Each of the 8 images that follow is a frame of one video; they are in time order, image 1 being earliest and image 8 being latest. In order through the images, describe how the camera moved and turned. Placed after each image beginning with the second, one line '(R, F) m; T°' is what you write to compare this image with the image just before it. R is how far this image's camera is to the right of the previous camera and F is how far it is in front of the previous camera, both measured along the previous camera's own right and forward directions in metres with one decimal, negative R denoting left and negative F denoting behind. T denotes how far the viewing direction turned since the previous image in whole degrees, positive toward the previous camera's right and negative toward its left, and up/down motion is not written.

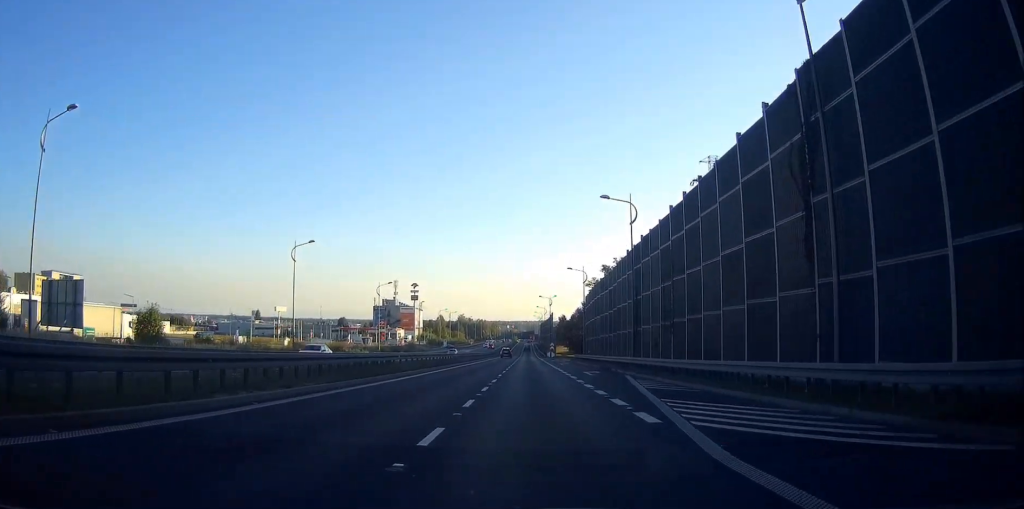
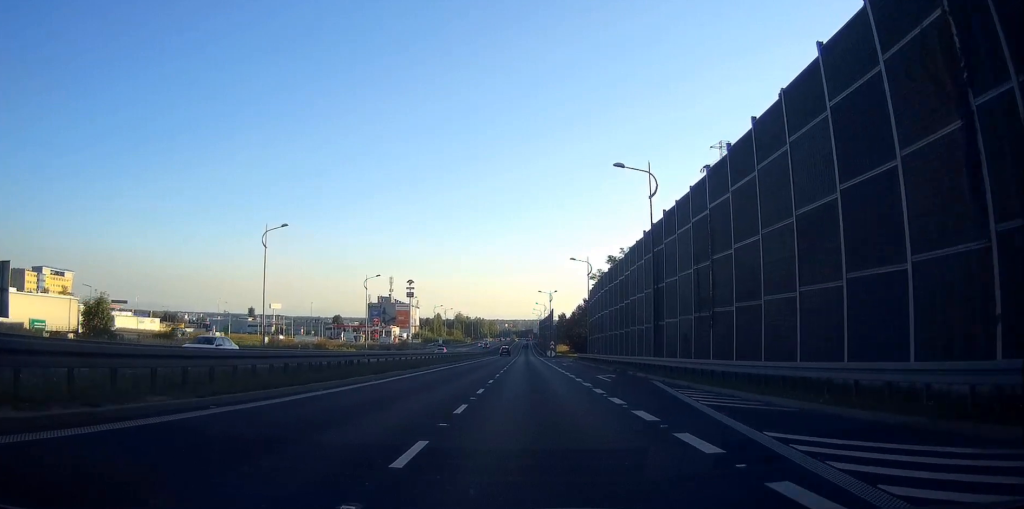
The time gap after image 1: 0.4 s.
(+0.1, +7.8) m; 0°
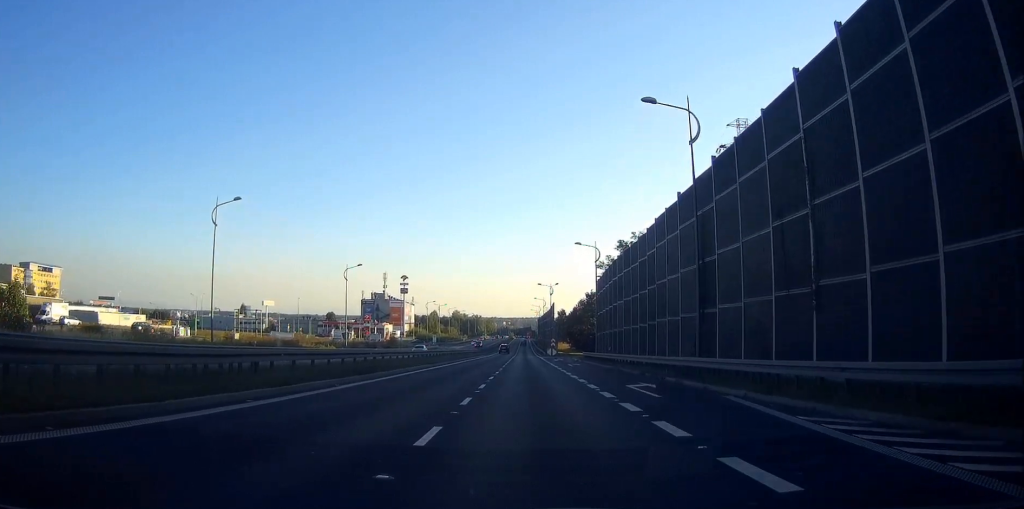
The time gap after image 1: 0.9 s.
(+0.1, +10.4) m; 0°
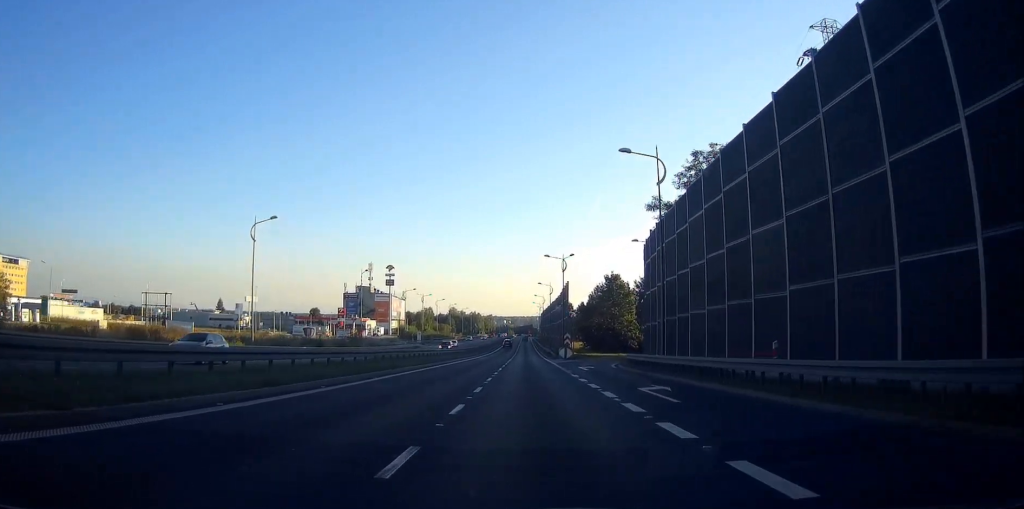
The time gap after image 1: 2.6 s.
(-0.2, +32.5) m; 0°
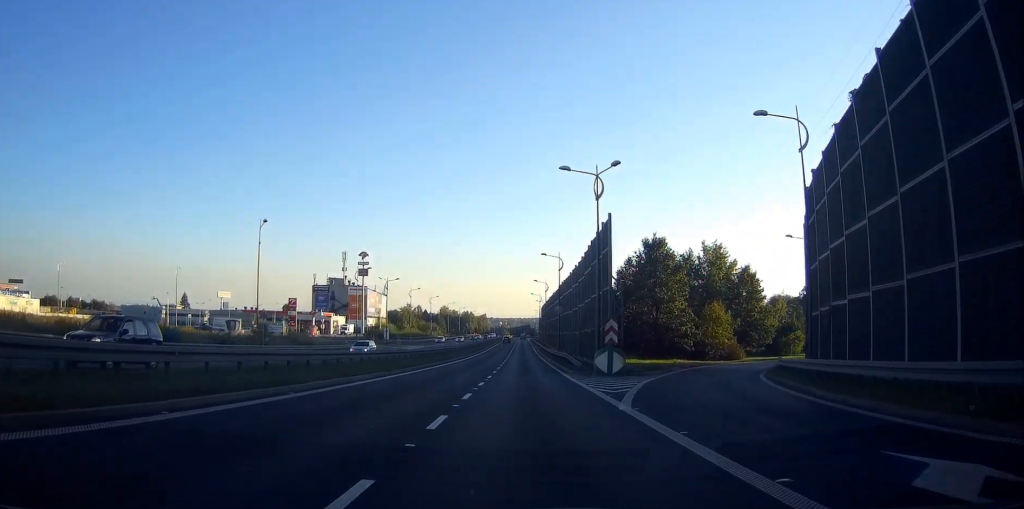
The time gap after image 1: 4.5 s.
(+0.1, +38.3) m; 0°
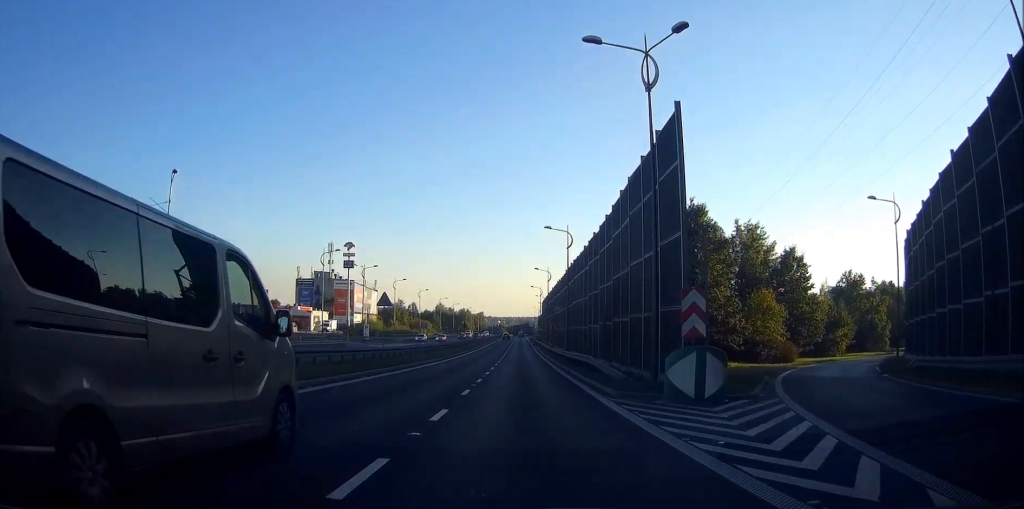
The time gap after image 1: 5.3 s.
(0.0, +17.0) m; 0°
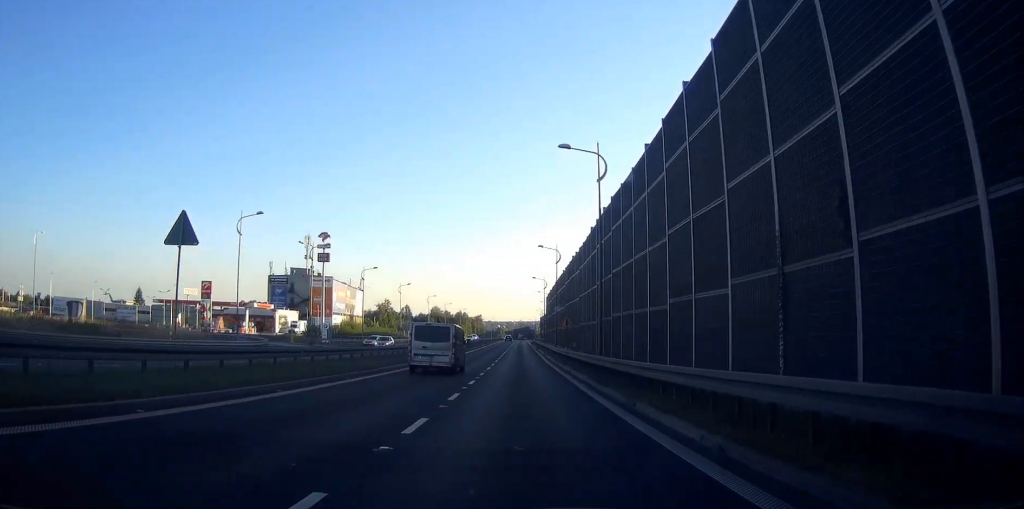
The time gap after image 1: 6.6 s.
(+0.1, +26.1) m; 0°
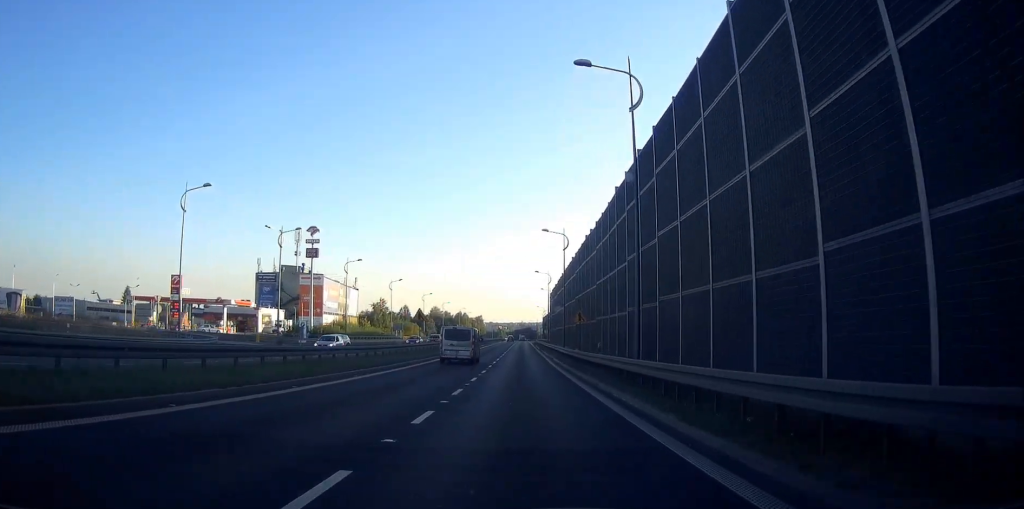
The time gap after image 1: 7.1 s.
(0.0, +11.1) m; 0°
